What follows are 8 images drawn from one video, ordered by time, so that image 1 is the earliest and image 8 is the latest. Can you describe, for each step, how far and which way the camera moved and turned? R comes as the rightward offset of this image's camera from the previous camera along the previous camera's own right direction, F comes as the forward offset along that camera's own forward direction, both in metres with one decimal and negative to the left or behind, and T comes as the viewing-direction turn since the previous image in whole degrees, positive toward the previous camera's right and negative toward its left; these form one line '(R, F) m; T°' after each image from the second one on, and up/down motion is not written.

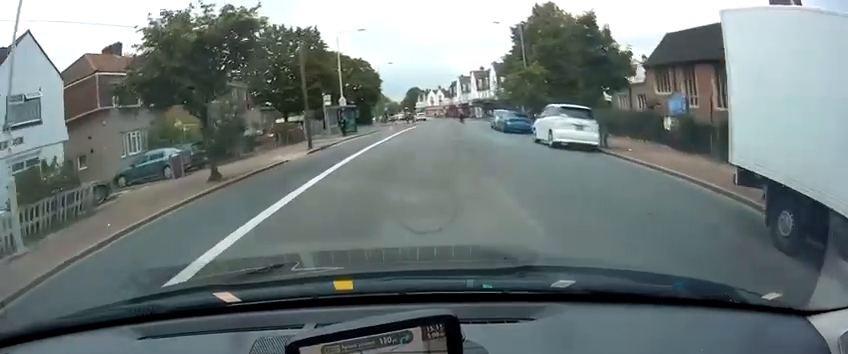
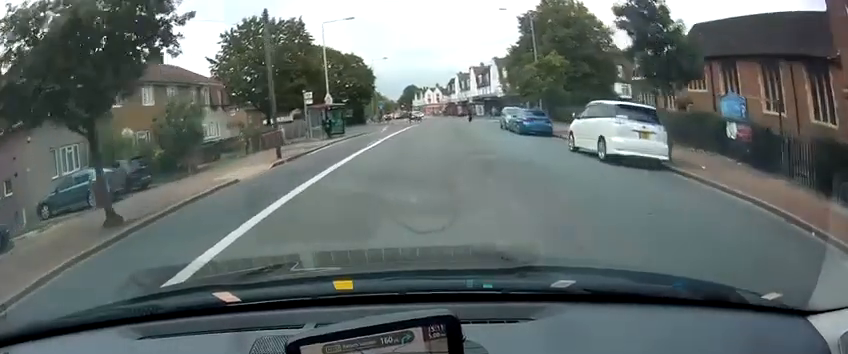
(0.0, +5.1) m; 0°
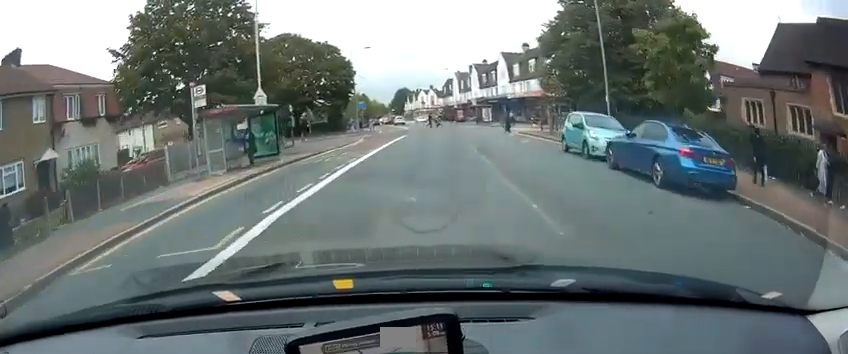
(+0.1, +16.6) m; +2°
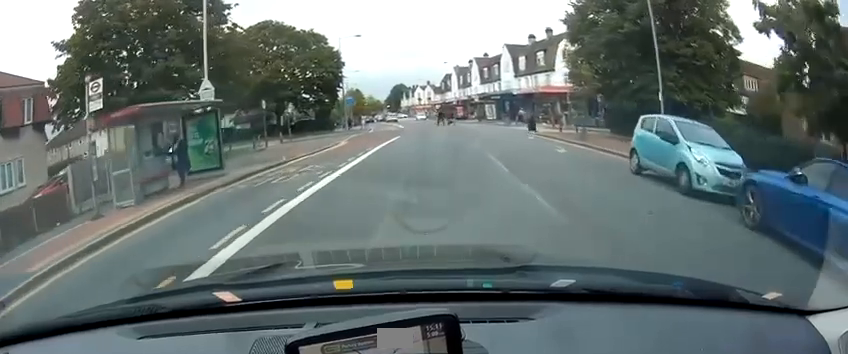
(+0.1, +6.5) m; +1°
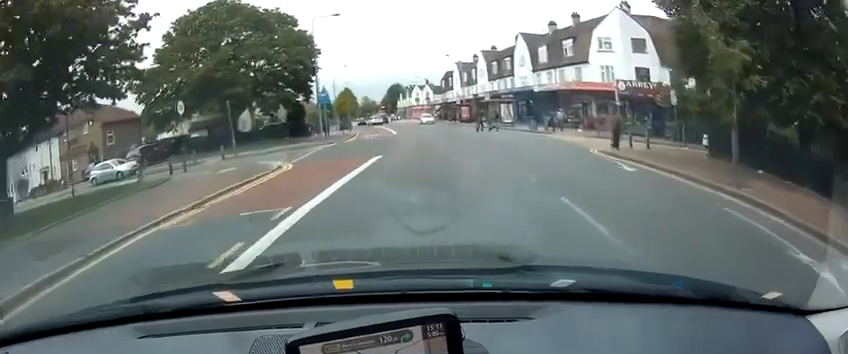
(+0.1, +12.7) m; -2°
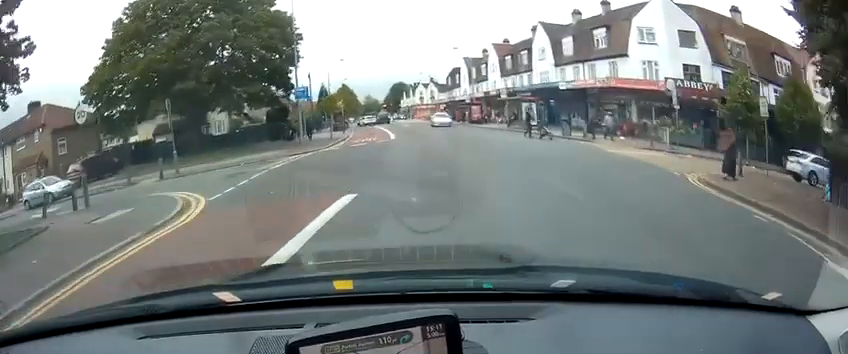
(-0.2, +8.3) m; -1°
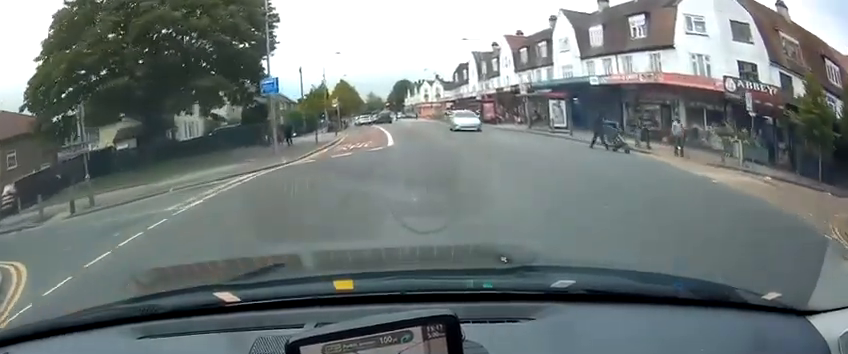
(-0.1, +7.2) m; 0°
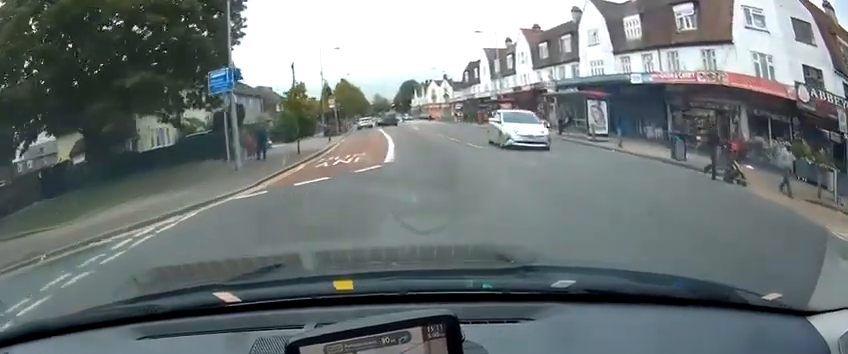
(+0.4, +6.4) m; 0°
